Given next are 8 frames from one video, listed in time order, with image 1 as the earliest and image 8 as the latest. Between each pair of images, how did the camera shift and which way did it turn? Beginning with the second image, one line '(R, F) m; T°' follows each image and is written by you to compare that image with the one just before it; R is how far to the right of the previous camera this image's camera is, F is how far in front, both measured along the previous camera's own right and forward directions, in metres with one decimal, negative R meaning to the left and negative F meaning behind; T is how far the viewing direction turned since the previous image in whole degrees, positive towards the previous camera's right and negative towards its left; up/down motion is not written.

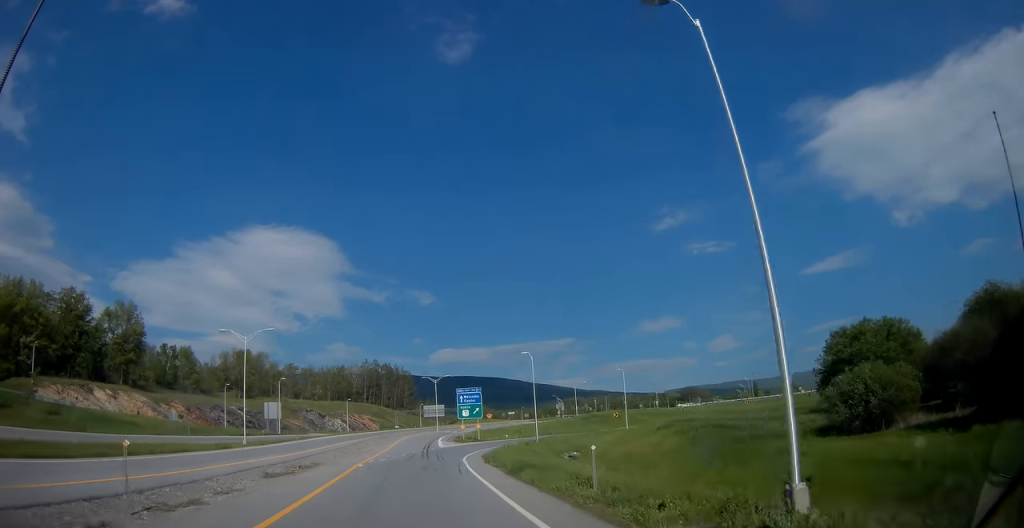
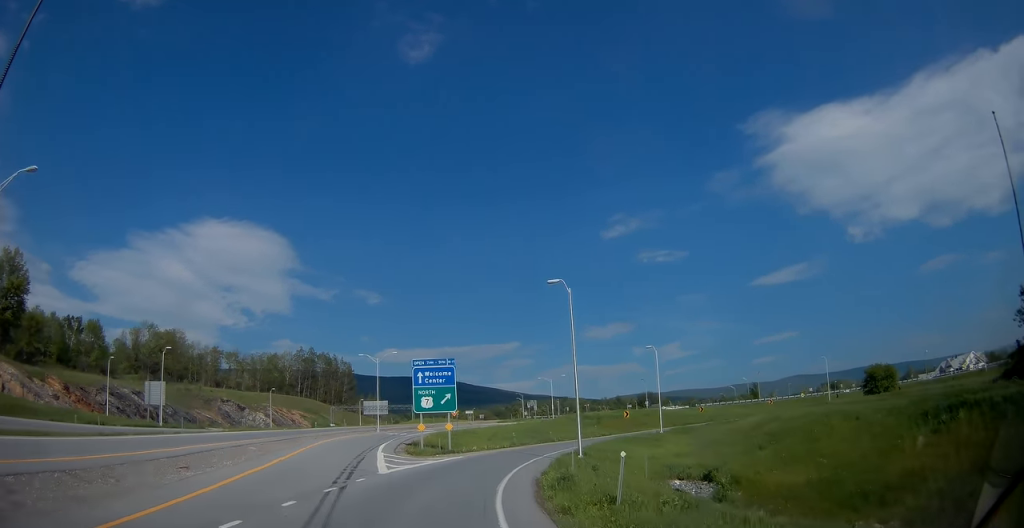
(+1.3, +36.8) m; +2°
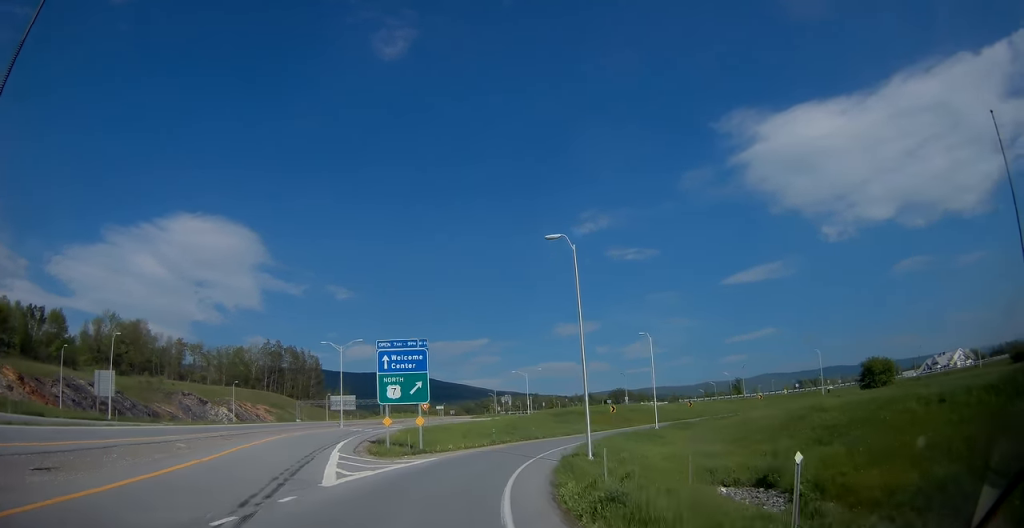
(-0.3, +7.4) m; +1°
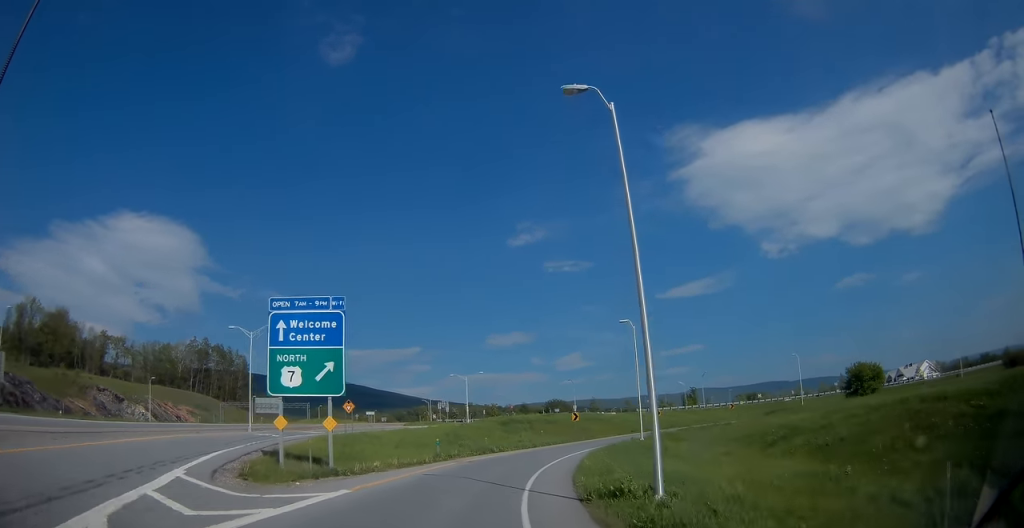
(+0.4, +13.4) m; +5°
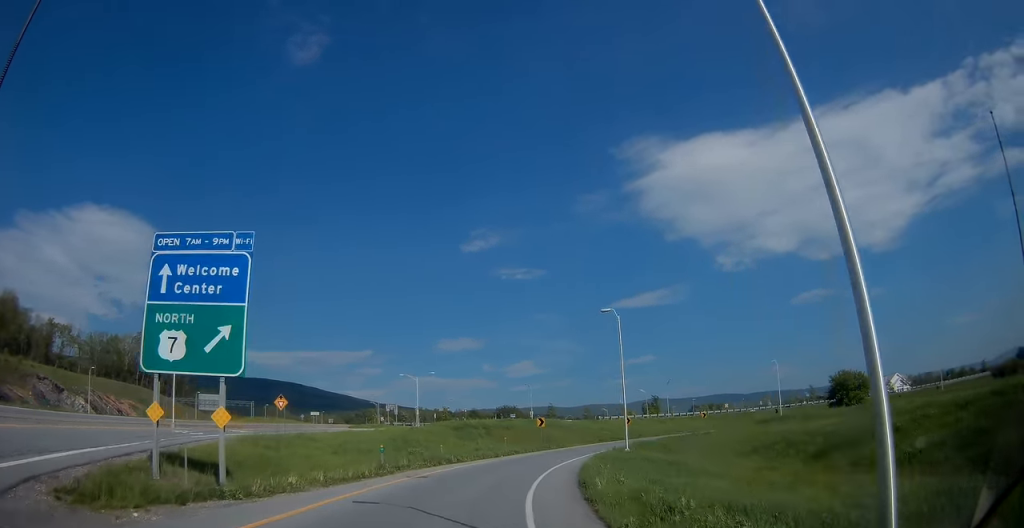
(+0.1, +8.1) m; +4°
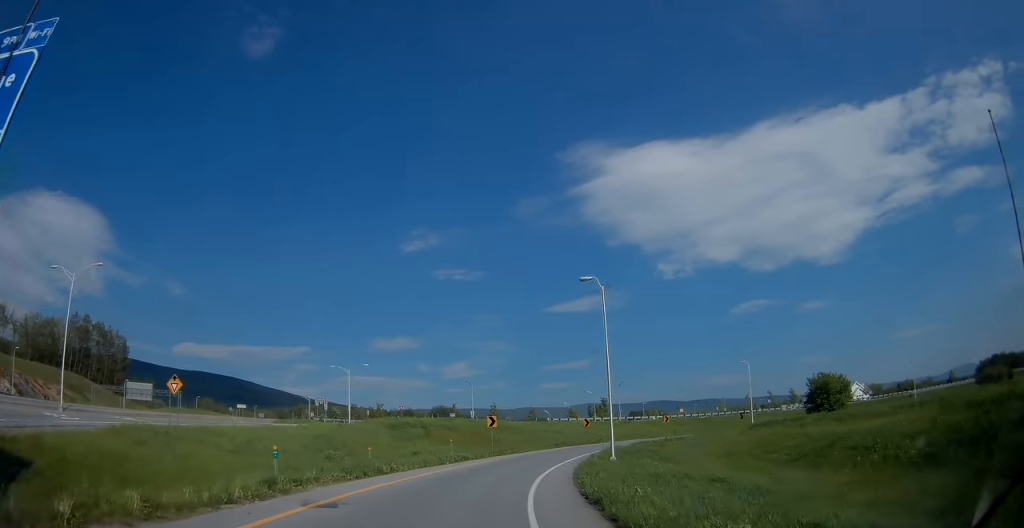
(+0.6, +9.8) m; +5°
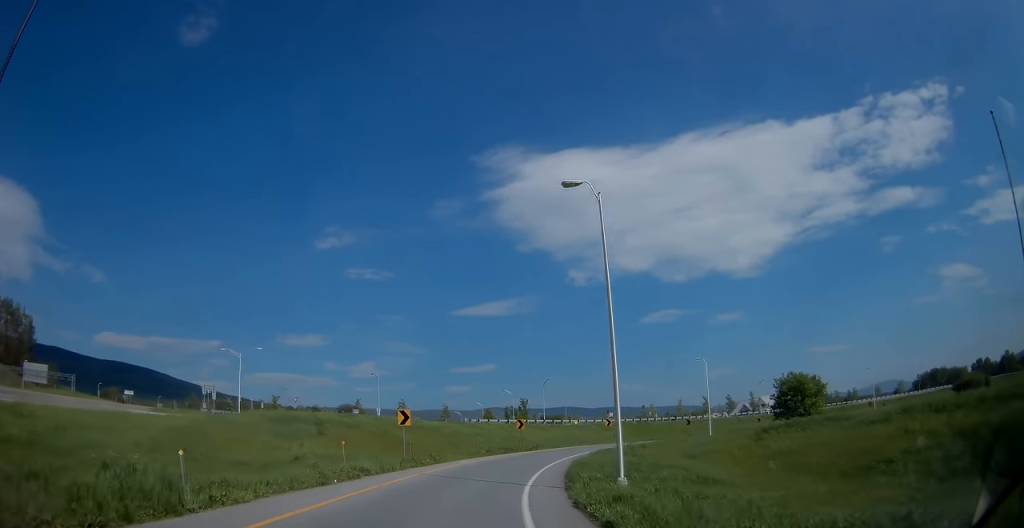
(+1.0, +13.9) m; +10°
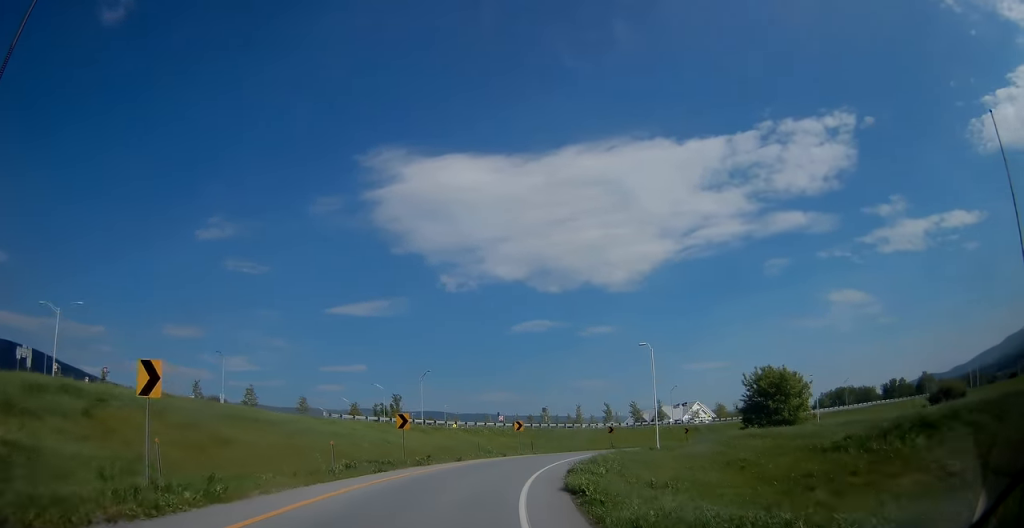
(+3.1, +21.2) m; +16°
